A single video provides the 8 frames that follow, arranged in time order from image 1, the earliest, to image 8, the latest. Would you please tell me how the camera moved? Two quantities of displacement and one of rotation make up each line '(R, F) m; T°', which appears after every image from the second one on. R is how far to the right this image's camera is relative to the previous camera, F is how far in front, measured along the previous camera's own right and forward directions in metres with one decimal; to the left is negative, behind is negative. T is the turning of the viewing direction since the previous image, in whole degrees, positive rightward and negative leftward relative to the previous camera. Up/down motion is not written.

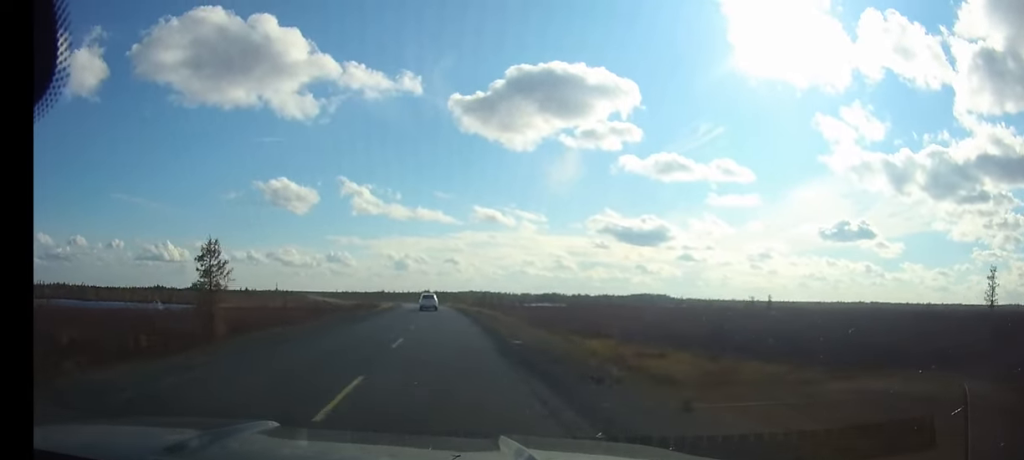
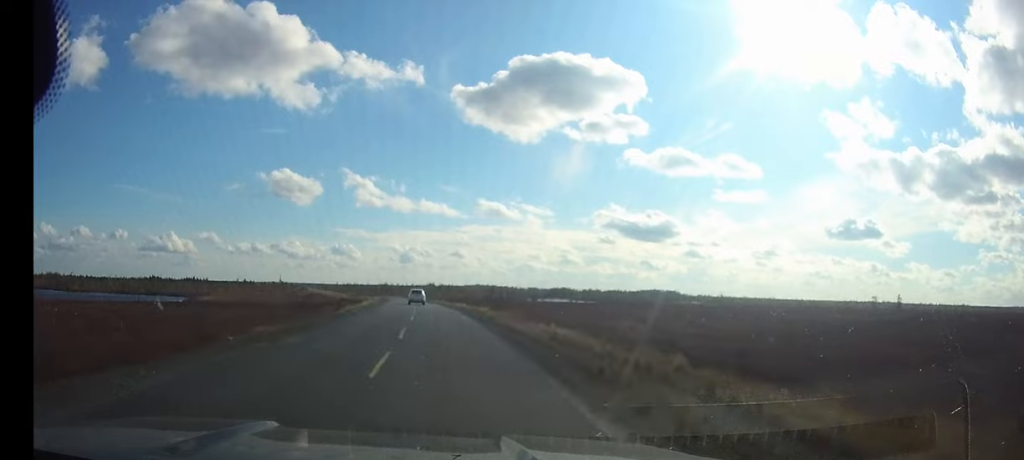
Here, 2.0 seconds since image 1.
(-0.7, +40.1) m; -2°
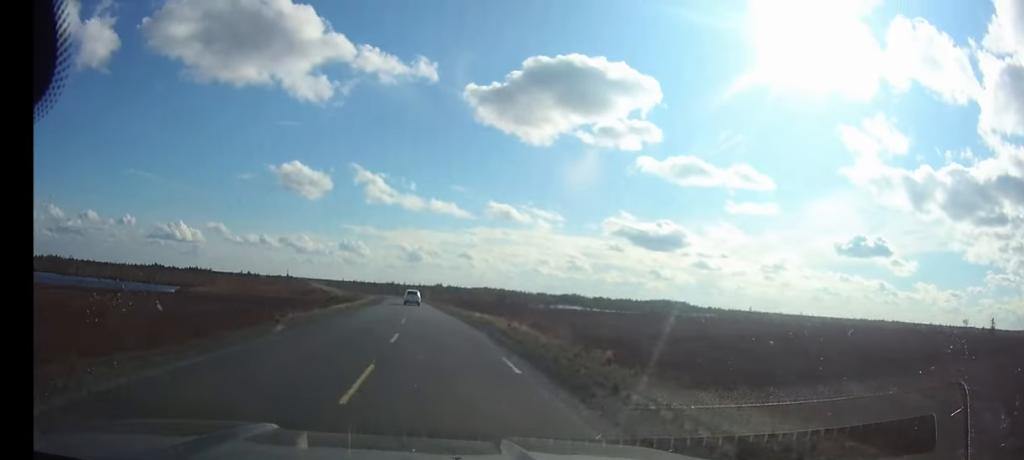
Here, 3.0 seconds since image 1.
(-0.1, +20.1) m; -1°
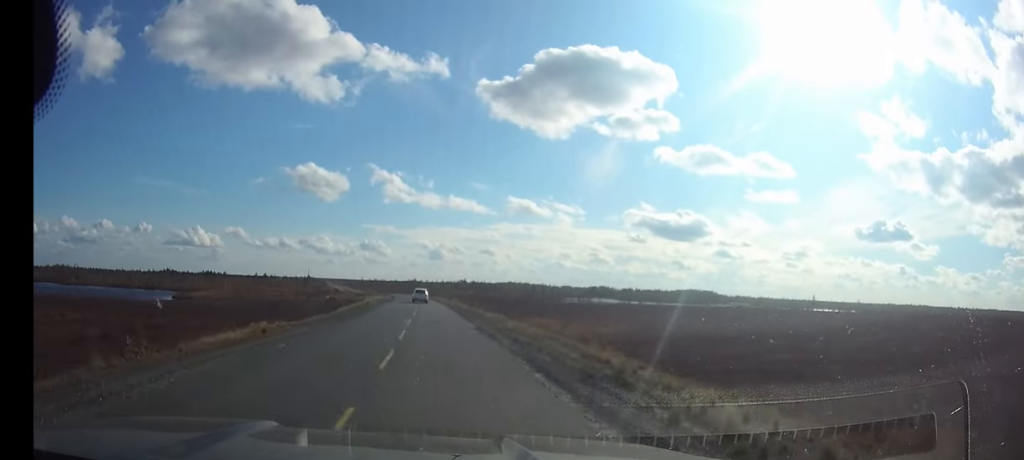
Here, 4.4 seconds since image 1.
(-0.4, +30.5) m; -2°
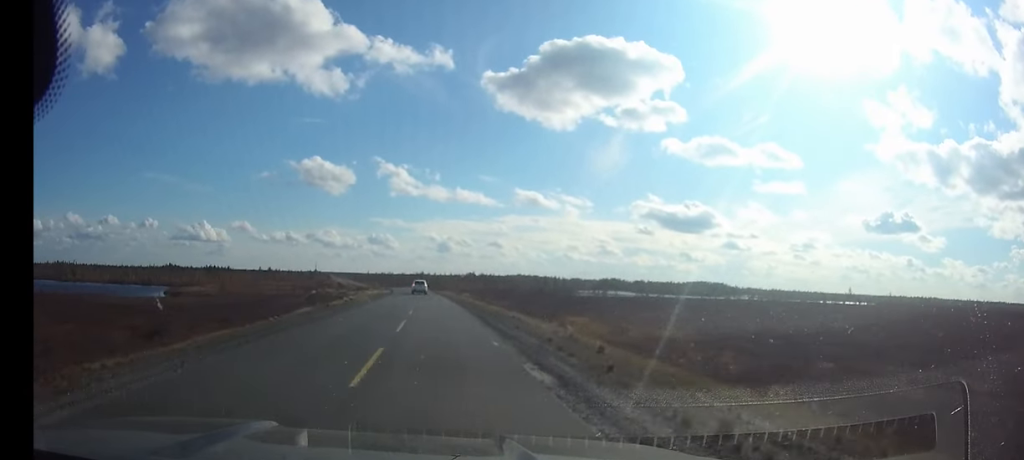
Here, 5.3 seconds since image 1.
(-0.3, +18.8) m; -1°
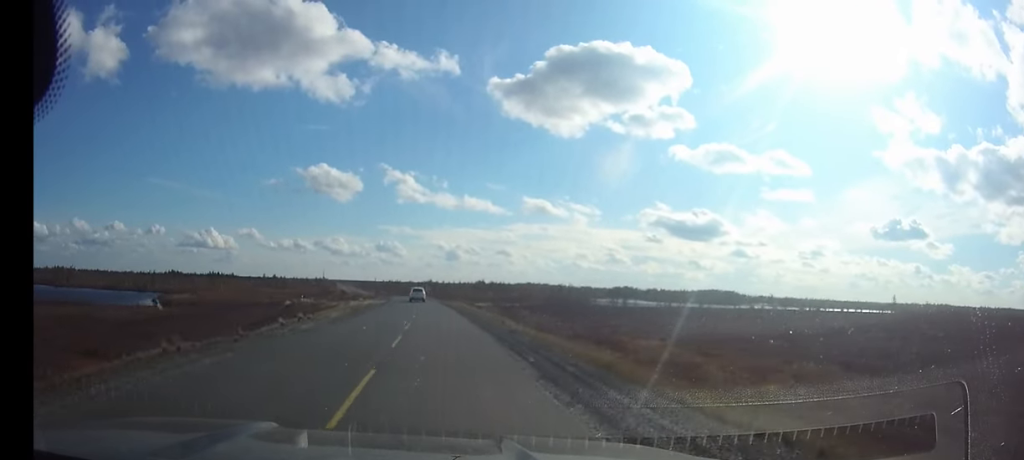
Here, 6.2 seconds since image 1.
(-0.2, +20.9) m; -1°
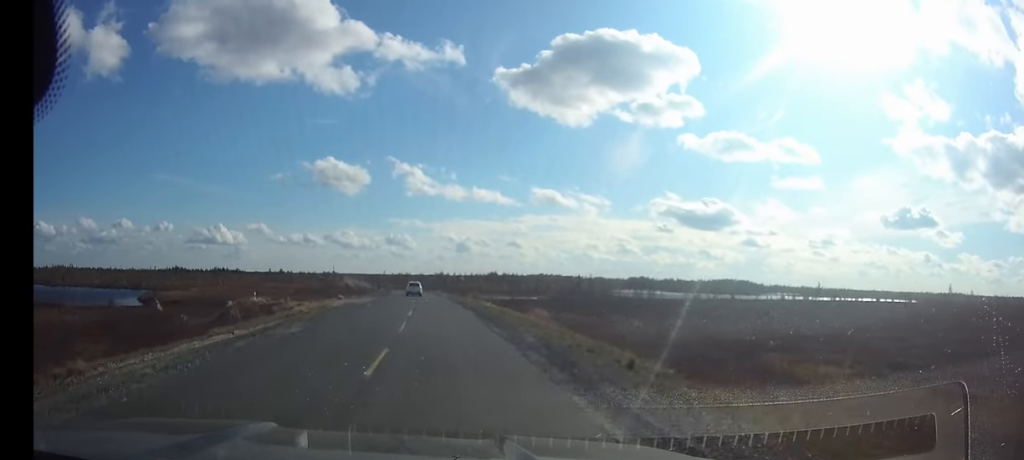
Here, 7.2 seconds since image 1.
(-0.1, +23.5) m; -1°
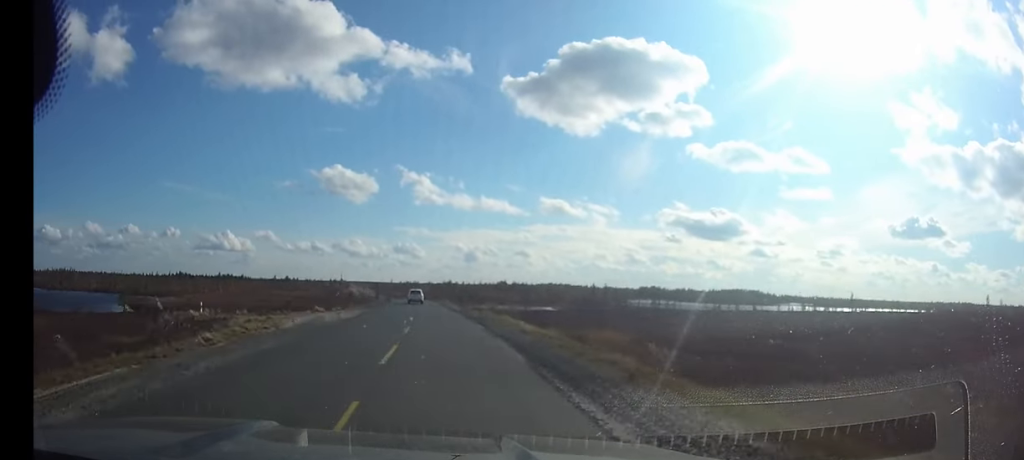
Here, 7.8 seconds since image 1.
(-0.1, +13.9) m; -1°
